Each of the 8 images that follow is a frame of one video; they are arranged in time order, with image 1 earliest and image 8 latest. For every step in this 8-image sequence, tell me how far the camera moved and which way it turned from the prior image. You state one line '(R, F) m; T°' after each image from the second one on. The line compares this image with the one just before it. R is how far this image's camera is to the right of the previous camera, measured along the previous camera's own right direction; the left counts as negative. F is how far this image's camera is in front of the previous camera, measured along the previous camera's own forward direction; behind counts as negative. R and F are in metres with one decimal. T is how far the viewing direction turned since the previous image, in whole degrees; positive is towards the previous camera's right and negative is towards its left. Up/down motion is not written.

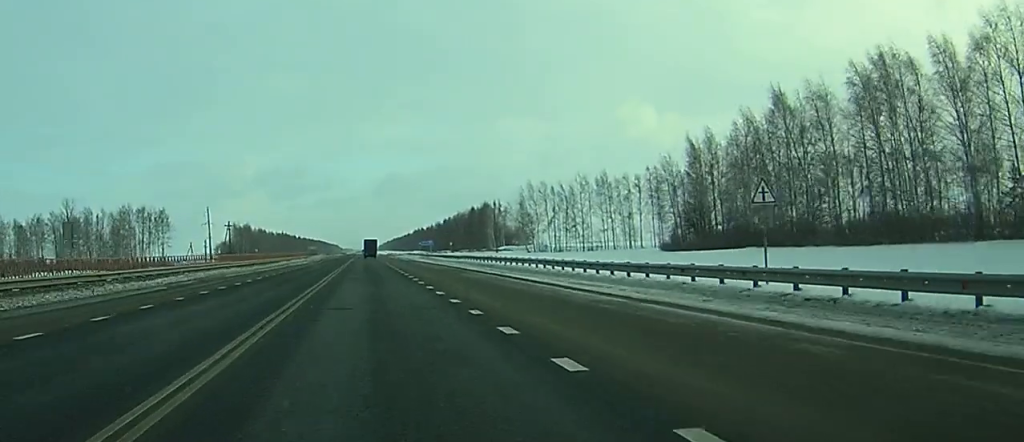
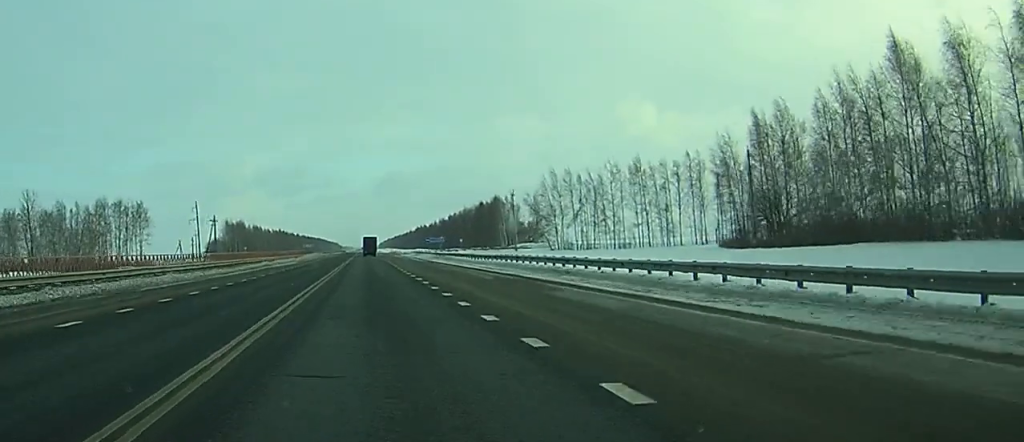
(0.0, +21.9) m; 0°
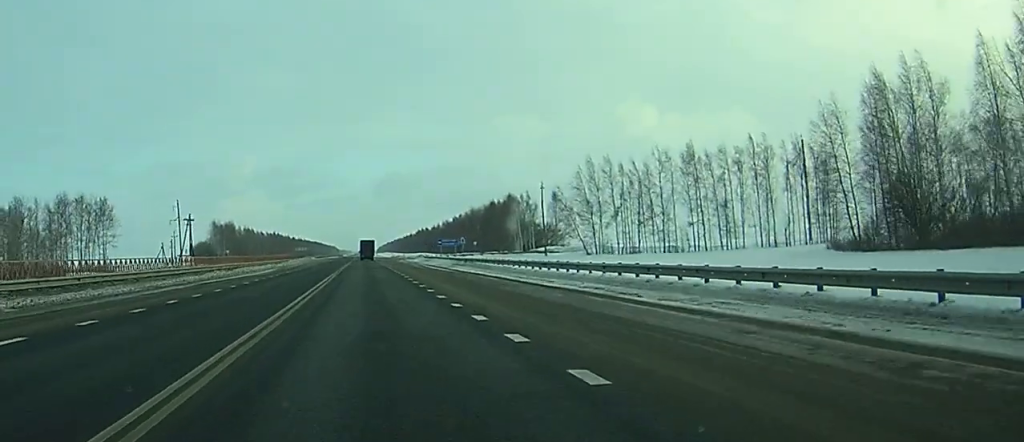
(0.0, +26.7) m; 0°
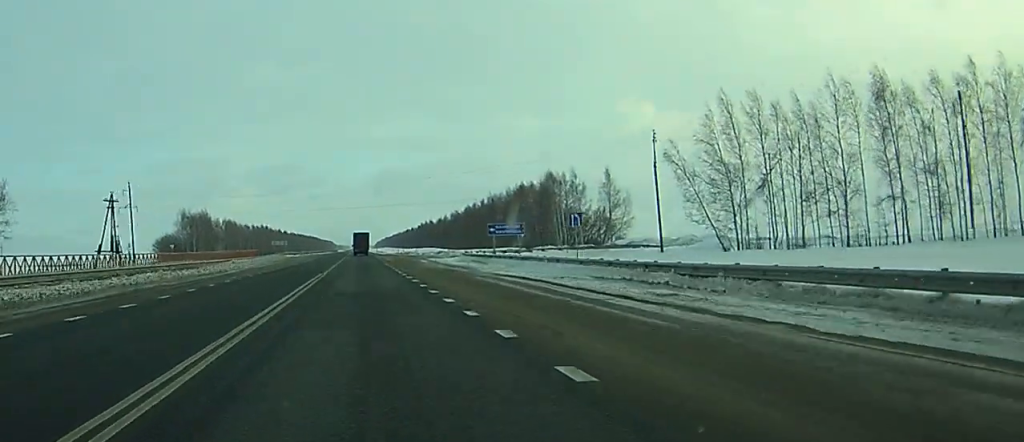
(+0.1, +52.0) m; 0°
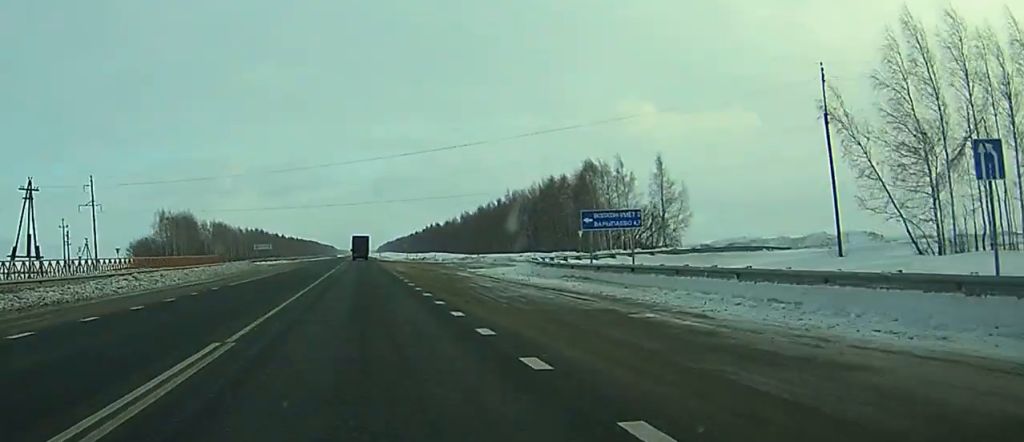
(0.0, +30.9) m; 0°
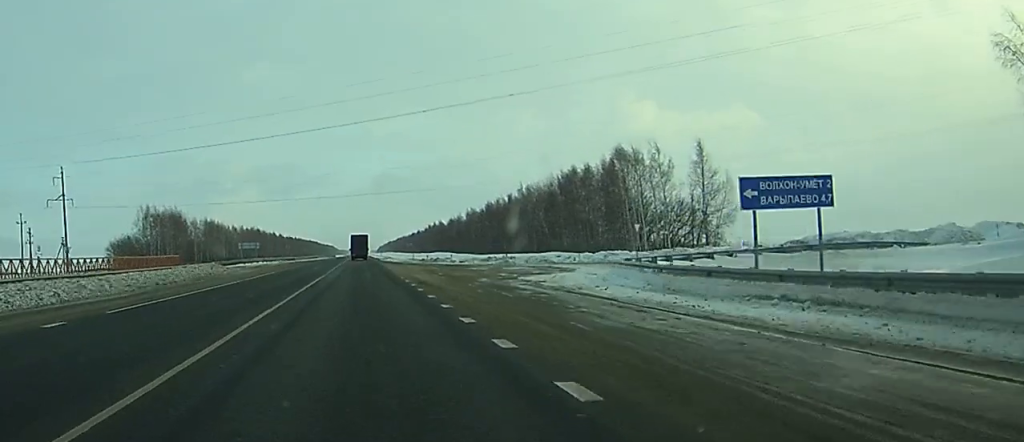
(0.0, +18.2) m; 0°
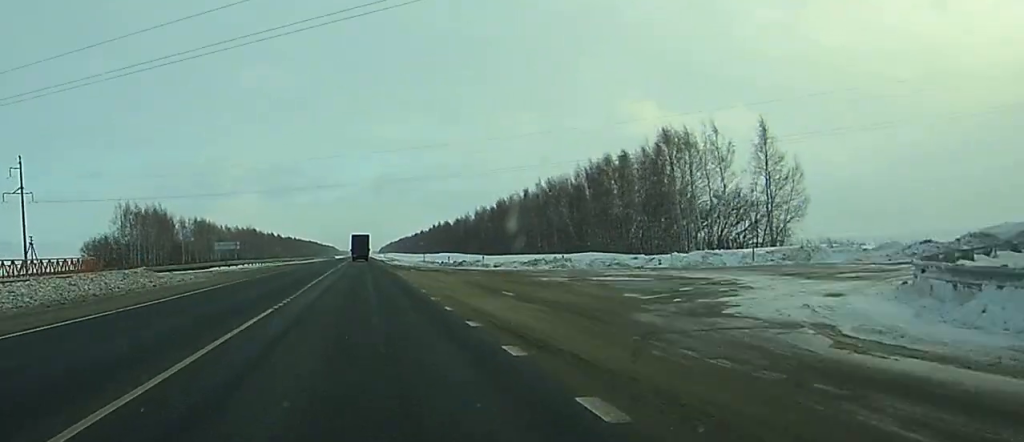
(-0.1, +21.0) m; 0°
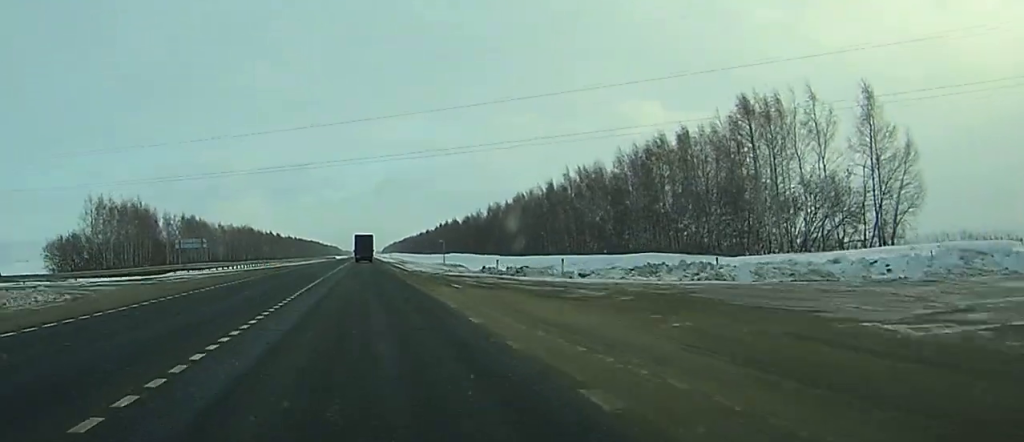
(0.0, +23.6) m; 0°
